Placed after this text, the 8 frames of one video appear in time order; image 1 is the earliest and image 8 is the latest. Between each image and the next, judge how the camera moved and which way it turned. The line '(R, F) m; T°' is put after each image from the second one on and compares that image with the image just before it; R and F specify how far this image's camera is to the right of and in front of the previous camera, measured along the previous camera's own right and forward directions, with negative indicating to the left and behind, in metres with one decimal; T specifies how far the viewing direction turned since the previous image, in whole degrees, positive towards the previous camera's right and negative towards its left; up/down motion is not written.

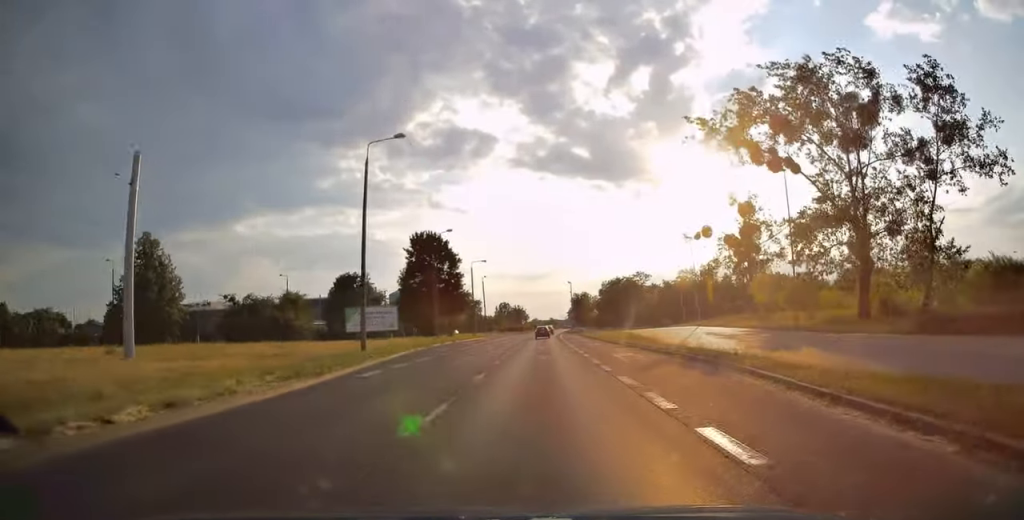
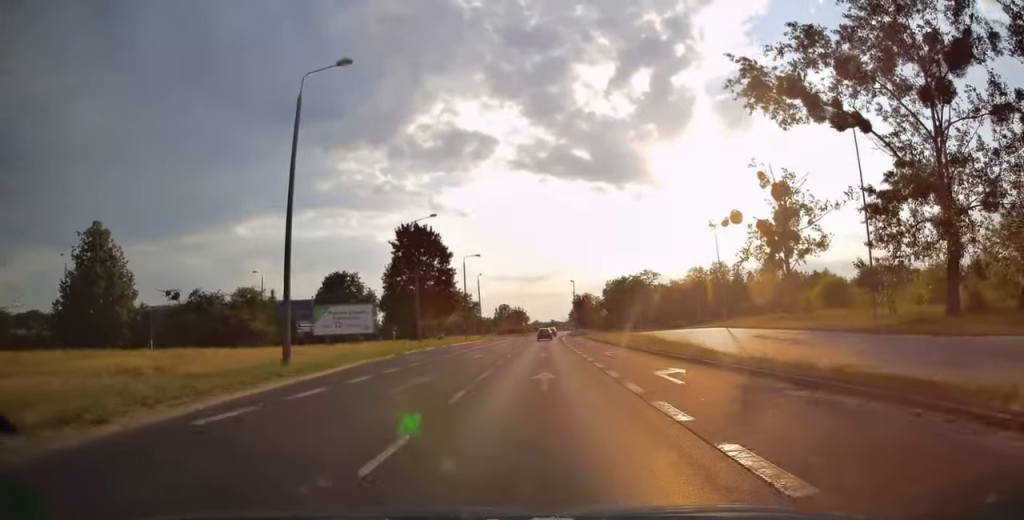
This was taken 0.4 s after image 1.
(+0.1, +8.9) m; 0°
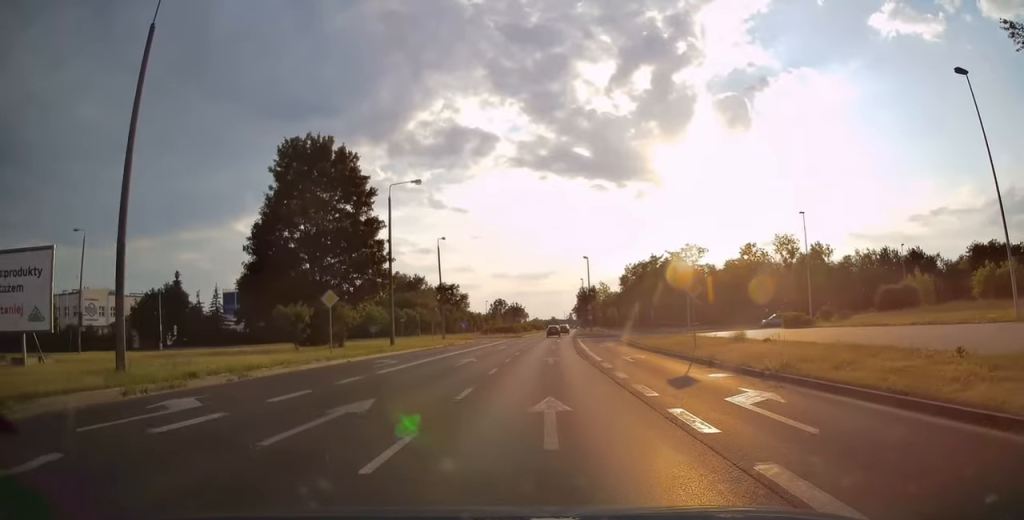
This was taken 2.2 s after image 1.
(-0.7, +36.8) m; -1°
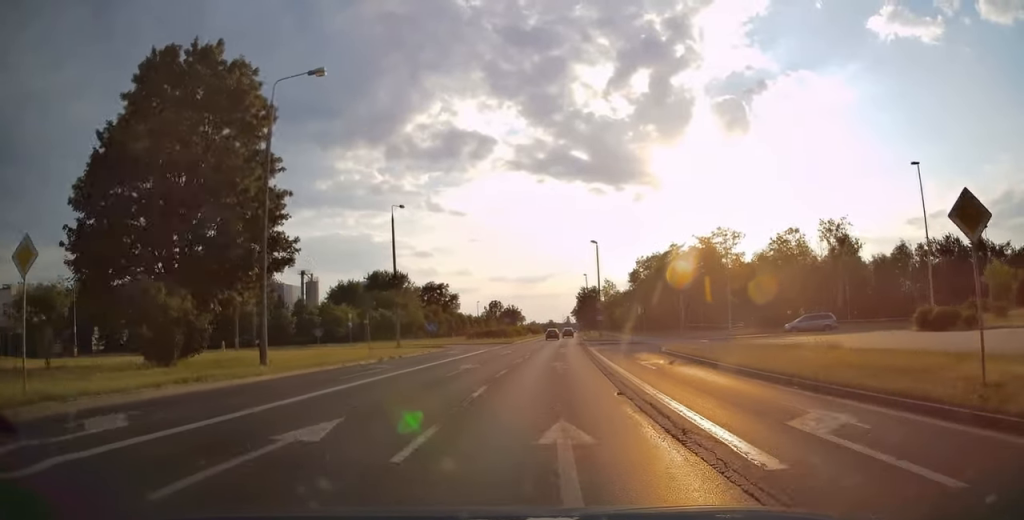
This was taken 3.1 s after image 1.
(0.0, +17.7) m; +1°
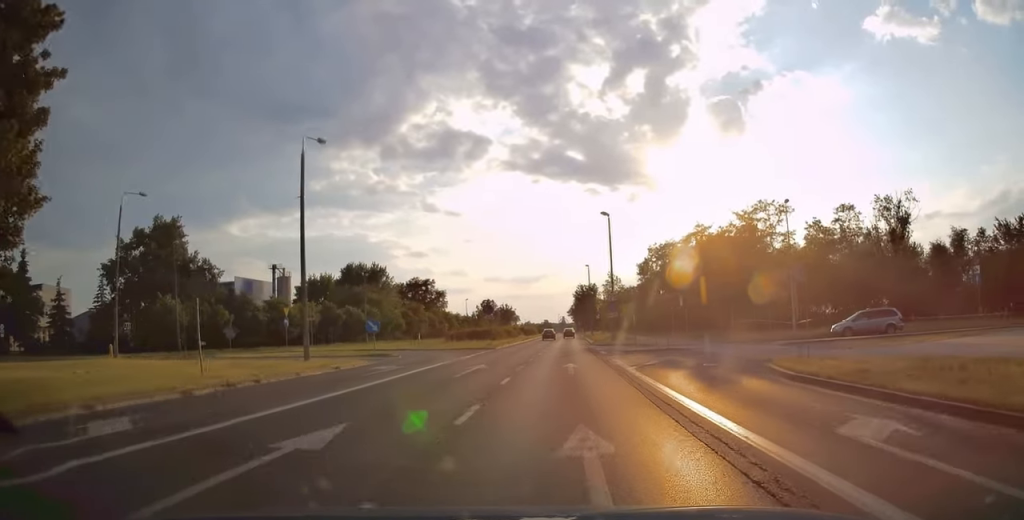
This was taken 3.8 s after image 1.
(+0.2, +16.0) m; +1°
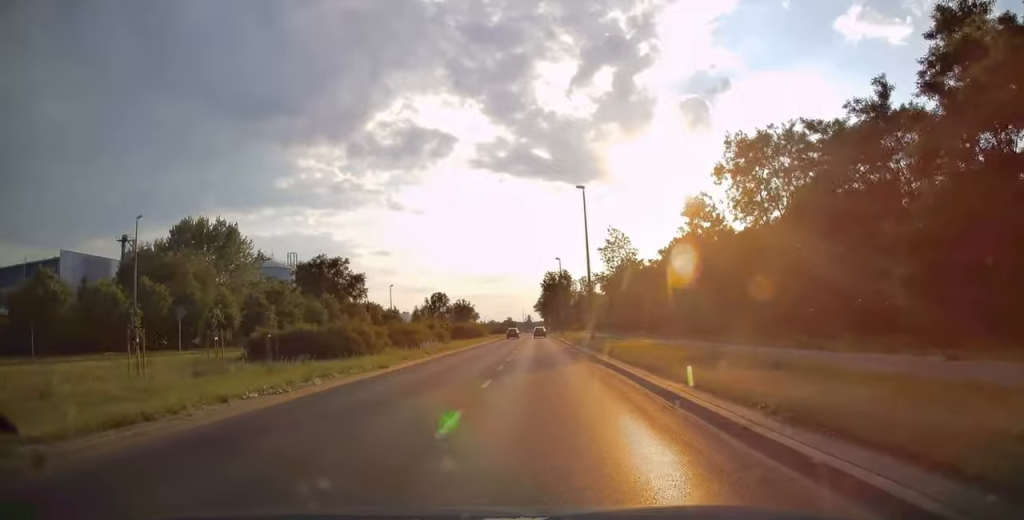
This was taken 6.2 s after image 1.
(+1.3, +50.2) m; +3°
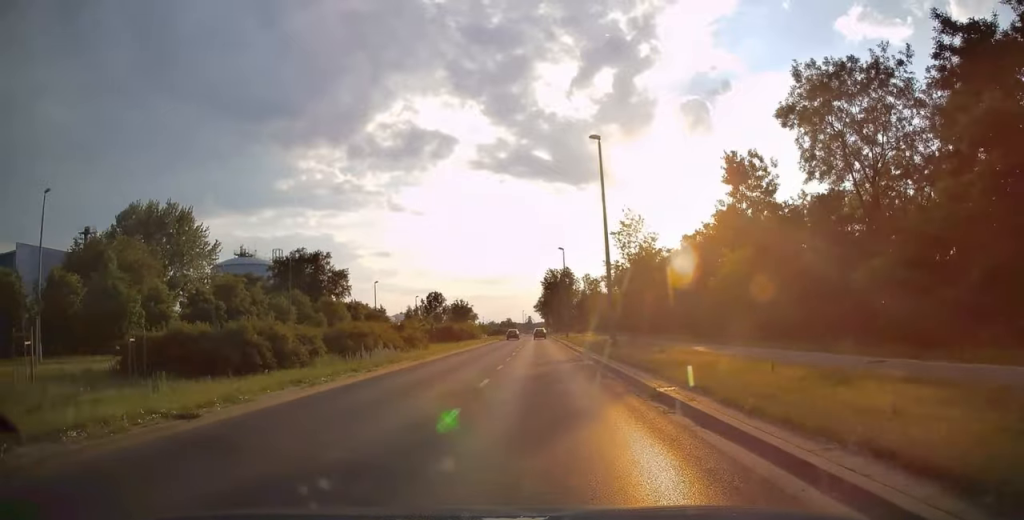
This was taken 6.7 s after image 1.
(0.0, +11.3) m; 0°
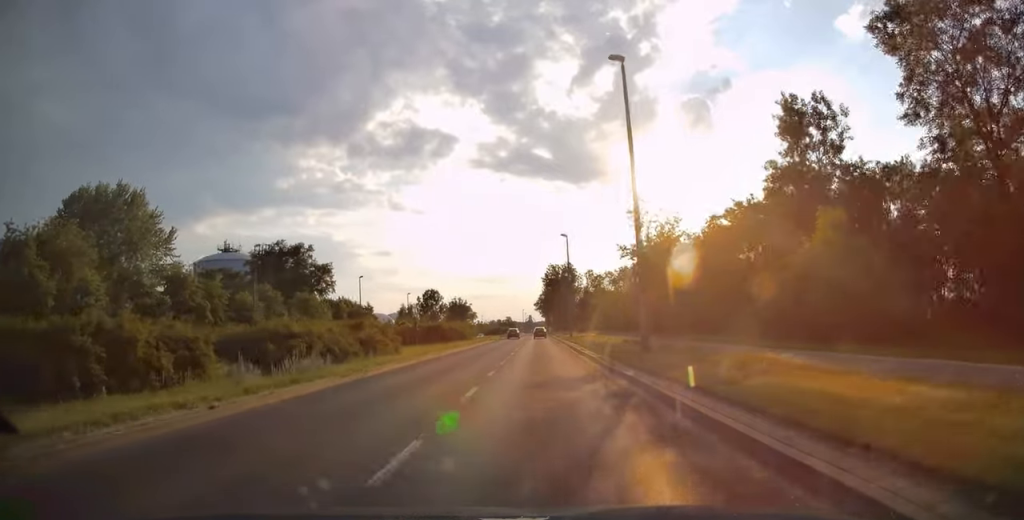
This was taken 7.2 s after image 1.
(0.0, +9.2) m; 0°
